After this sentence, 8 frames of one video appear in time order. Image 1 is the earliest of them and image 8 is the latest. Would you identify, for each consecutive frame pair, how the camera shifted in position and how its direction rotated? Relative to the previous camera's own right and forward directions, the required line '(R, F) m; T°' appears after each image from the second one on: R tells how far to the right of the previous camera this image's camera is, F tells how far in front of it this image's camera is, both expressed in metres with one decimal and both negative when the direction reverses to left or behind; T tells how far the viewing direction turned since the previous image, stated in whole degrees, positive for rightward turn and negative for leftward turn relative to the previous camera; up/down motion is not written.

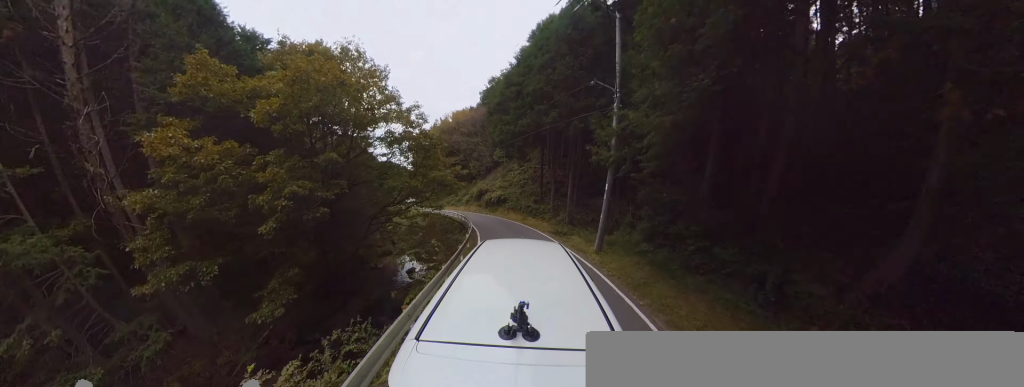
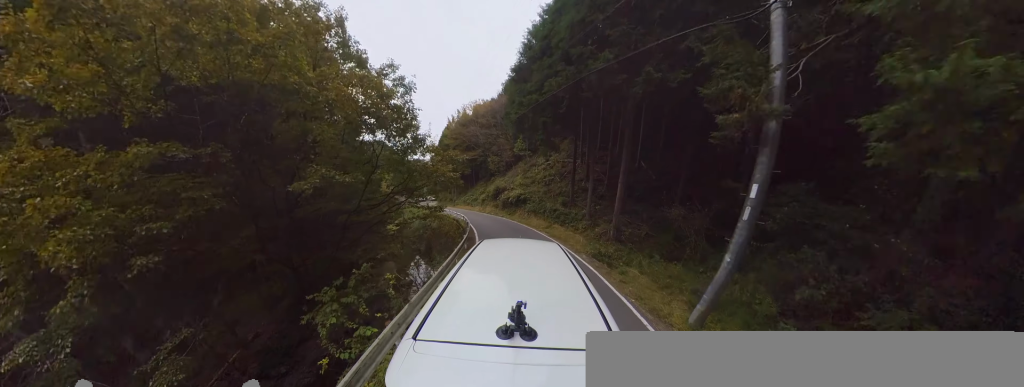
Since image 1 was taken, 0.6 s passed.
(+0.5, +4.7) m; -9°
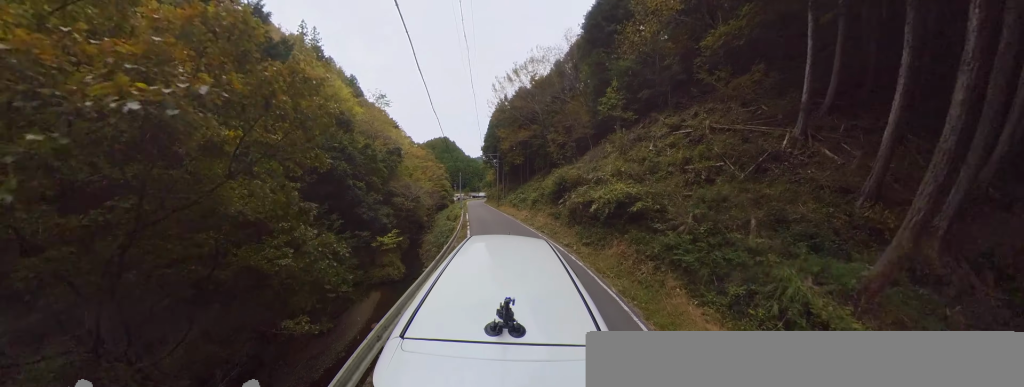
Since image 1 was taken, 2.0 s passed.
(-3.4, +12.6) m; -18°
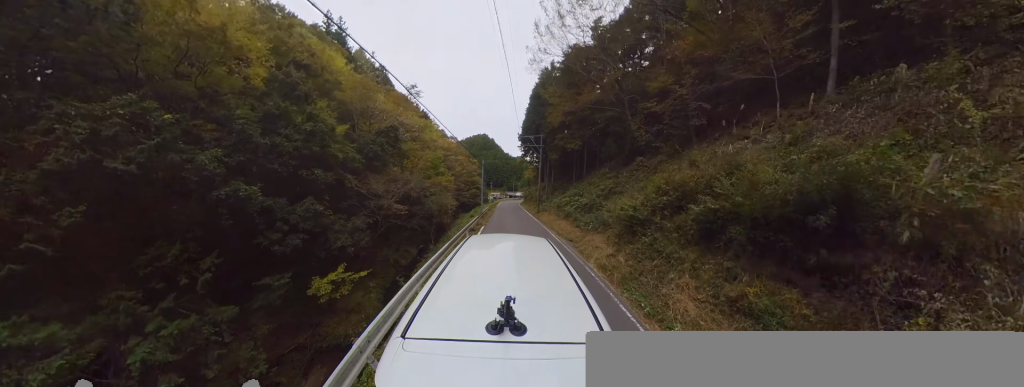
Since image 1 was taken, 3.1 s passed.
(-0.3, +10.9) m; -6°
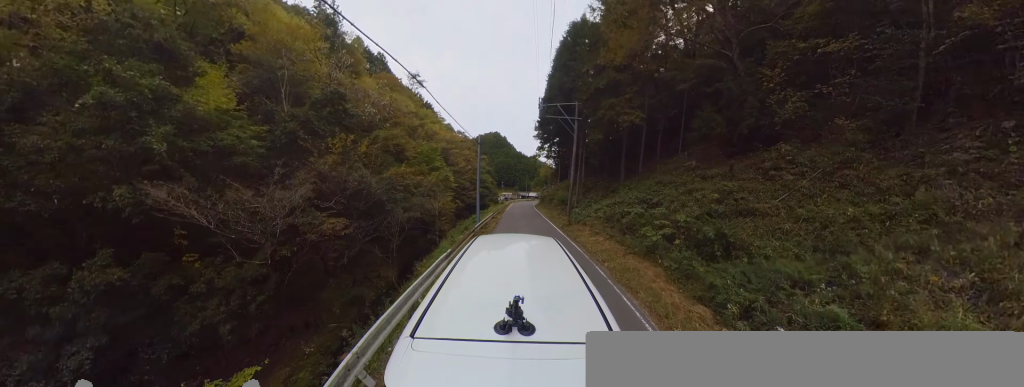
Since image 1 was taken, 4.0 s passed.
(-0.5, +8.7) m; -4°
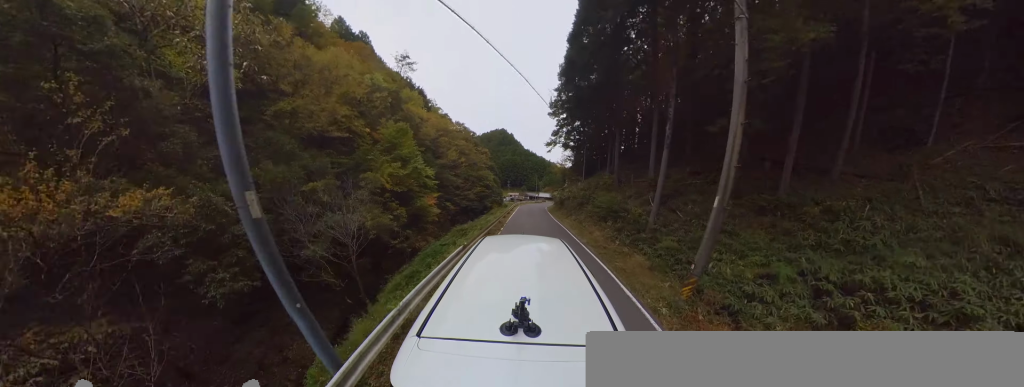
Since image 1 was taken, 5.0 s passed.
(-0.3, +10.6) m; +4°
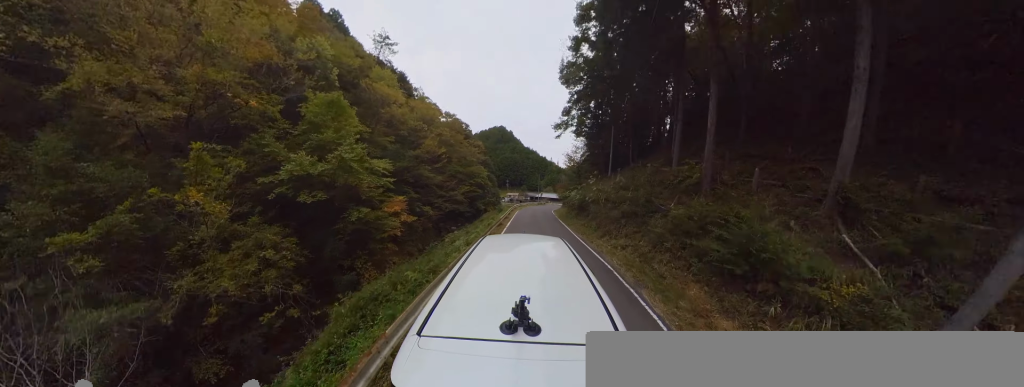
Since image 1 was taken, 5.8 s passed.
(+0.7, +7.9) m; +6°
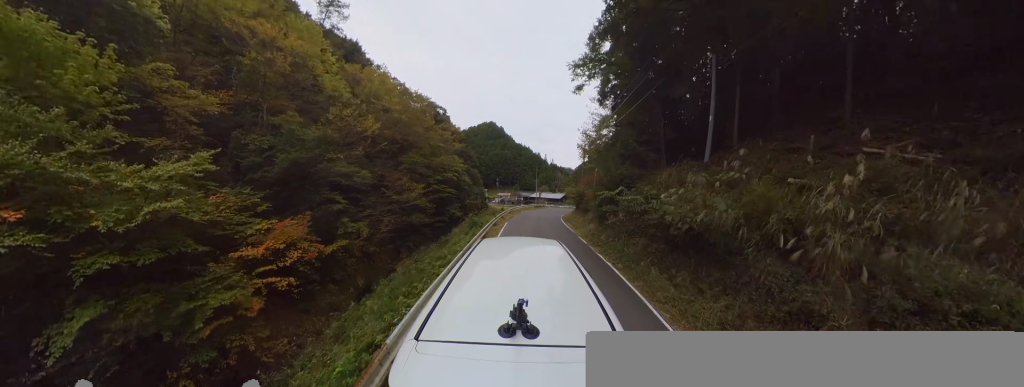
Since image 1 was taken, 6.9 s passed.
(+0.3, +11.7) m; +8°
